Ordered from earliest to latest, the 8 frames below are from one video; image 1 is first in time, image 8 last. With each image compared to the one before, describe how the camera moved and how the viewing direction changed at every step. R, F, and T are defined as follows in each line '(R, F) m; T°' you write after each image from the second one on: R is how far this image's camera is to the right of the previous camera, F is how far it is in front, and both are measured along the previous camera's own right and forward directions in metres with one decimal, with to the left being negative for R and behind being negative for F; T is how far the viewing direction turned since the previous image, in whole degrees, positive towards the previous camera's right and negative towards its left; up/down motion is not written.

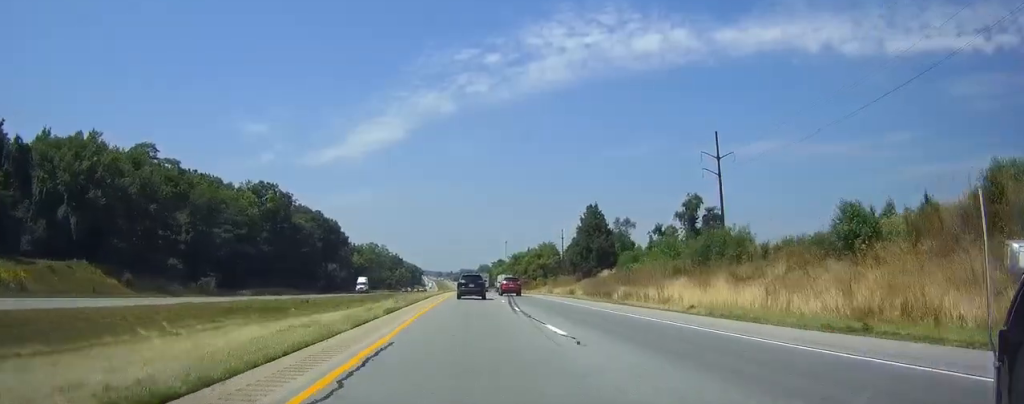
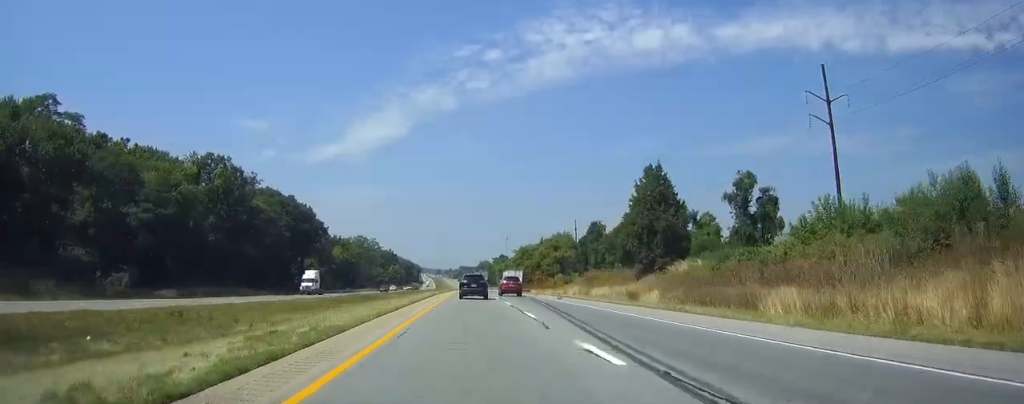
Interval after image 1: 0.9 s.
(0.0, +29.8) m; 0°
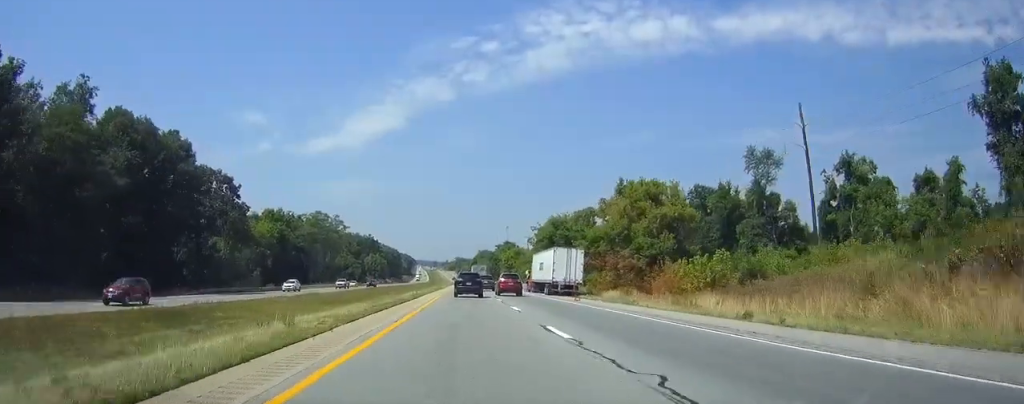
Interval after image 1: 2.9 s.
(-0.3, +69.3) m; 0°
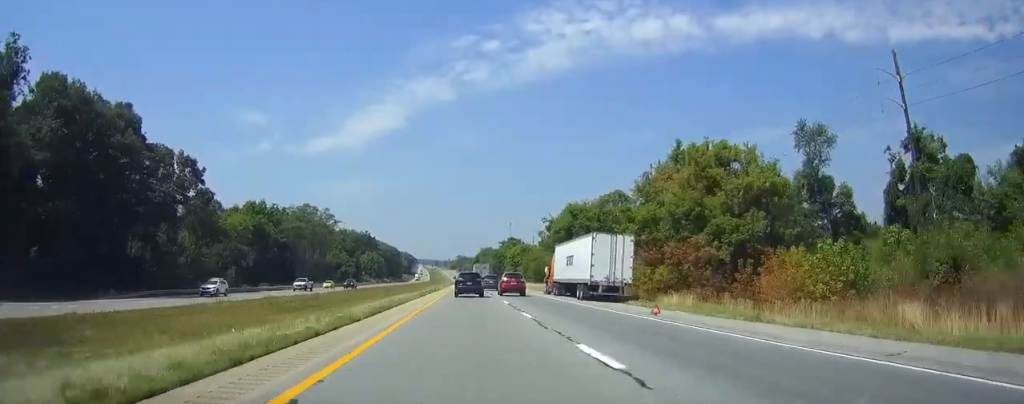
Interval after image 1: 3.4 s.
(0.0, +16.9) m; 0°
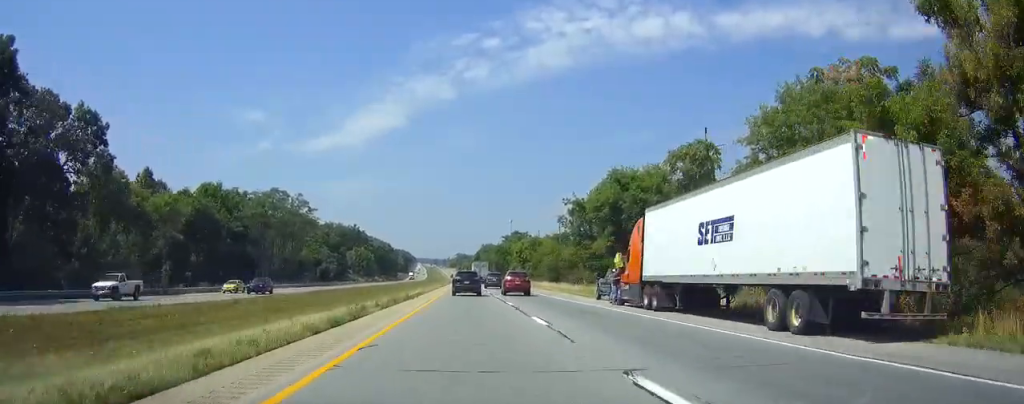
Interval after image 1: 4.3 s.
(0.0, +29.1) m; 0°
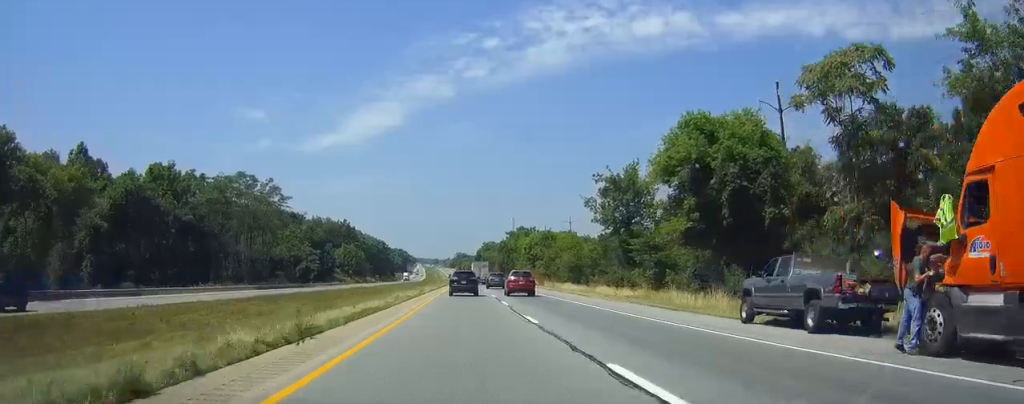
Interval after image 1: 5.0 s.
(0.0, +23.3) m; 0°
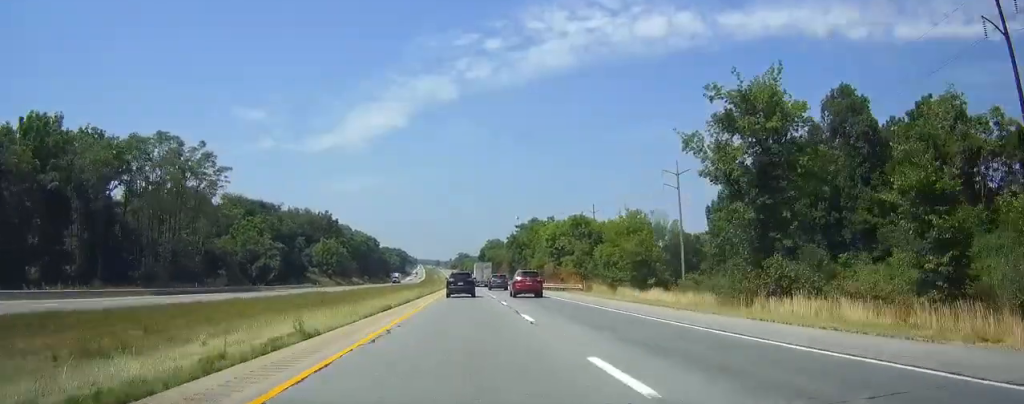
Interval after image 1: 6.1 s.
(-0.1, +36.3) m; 0°
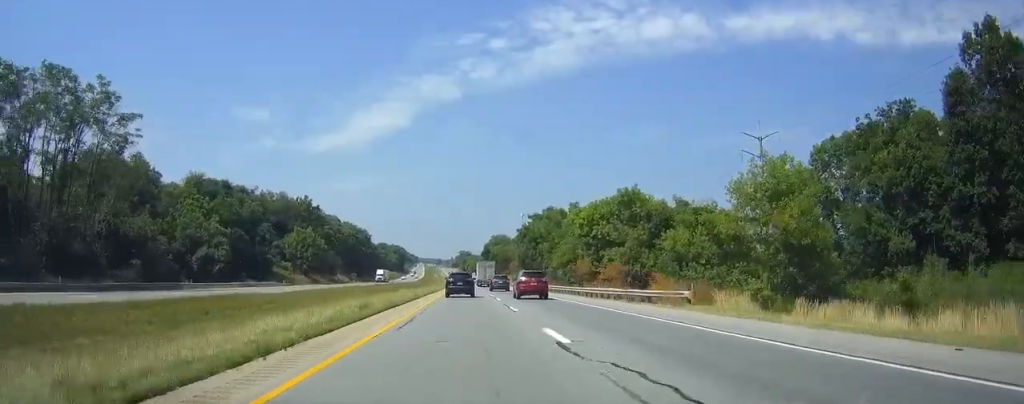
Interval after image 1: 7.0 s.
(0.0, +30.5) m; 0°
